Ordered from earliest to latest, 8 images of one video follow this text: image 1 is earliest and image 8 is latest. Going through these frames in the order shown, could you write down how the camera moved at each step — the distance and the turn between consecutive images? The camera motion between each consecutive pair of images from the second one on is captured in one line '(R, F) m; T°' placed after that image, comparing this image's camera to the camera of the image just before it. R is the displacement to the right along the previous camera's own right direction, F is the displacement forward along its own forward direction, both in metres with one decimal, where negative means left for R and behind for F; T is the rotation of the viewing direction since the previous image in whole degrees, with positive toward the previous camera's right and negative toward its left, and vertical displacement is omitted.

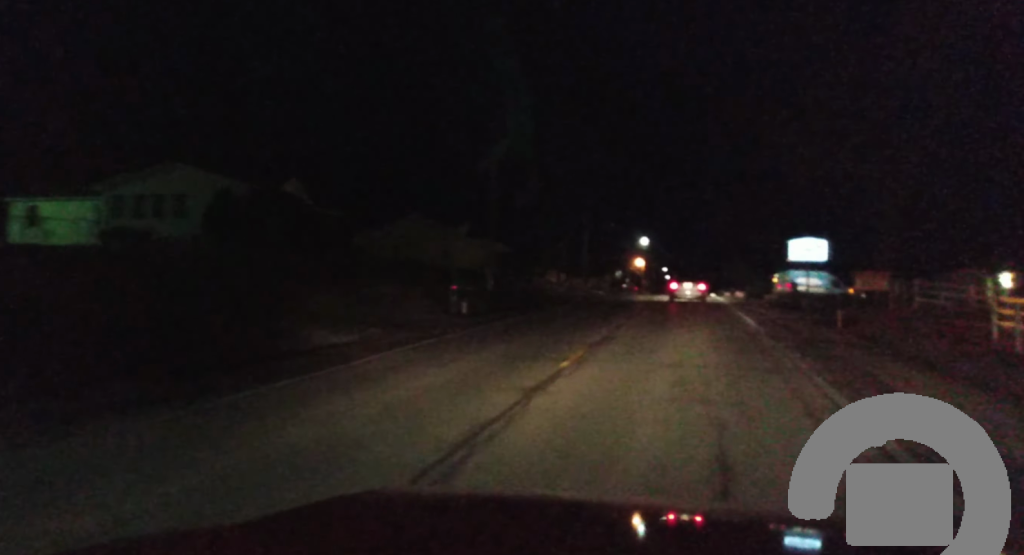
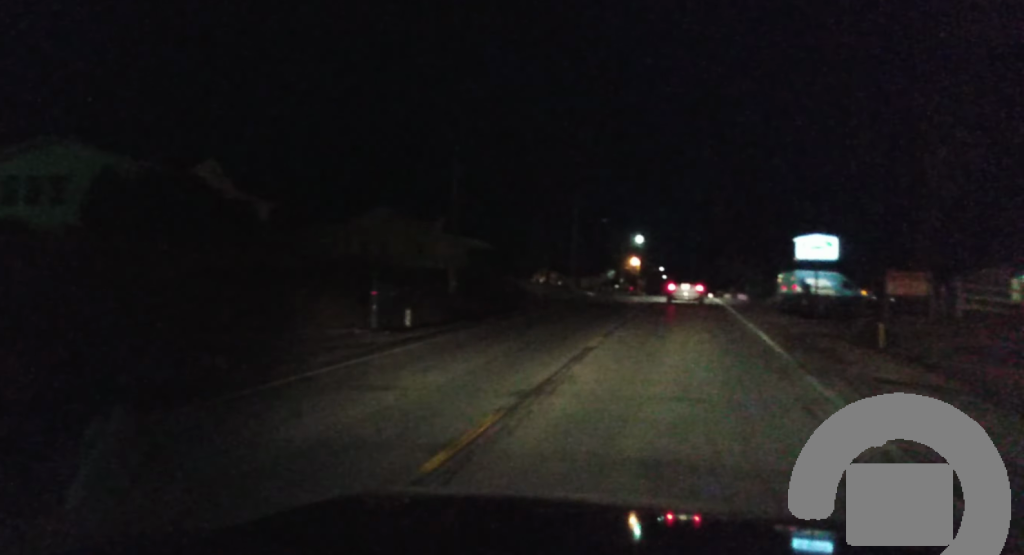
(+0.1, +8.4) m; 0°
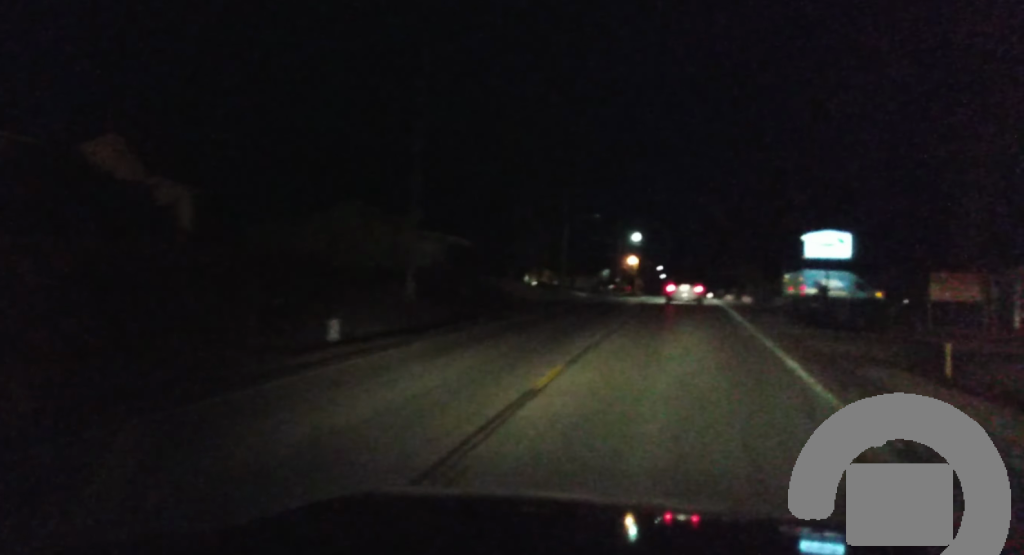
(-0.1, +6.8) m; 0°
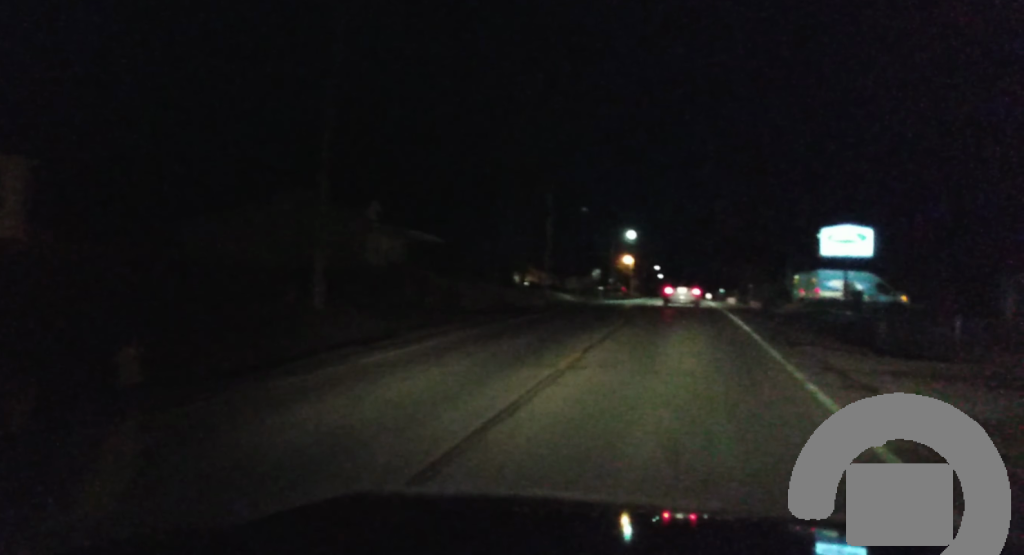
(0.0, +9.7) m; 0°
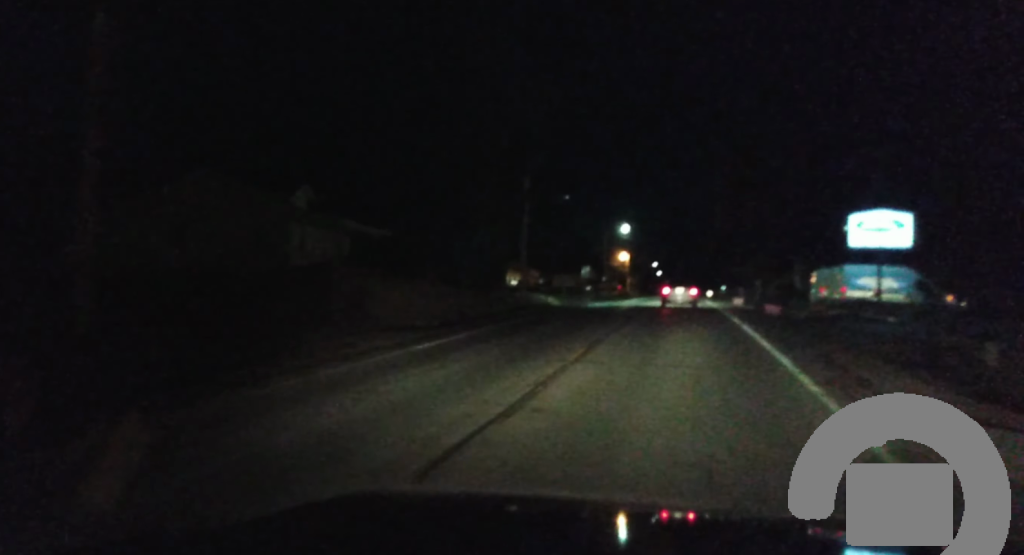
(+0.1, +11.5) m; +1°
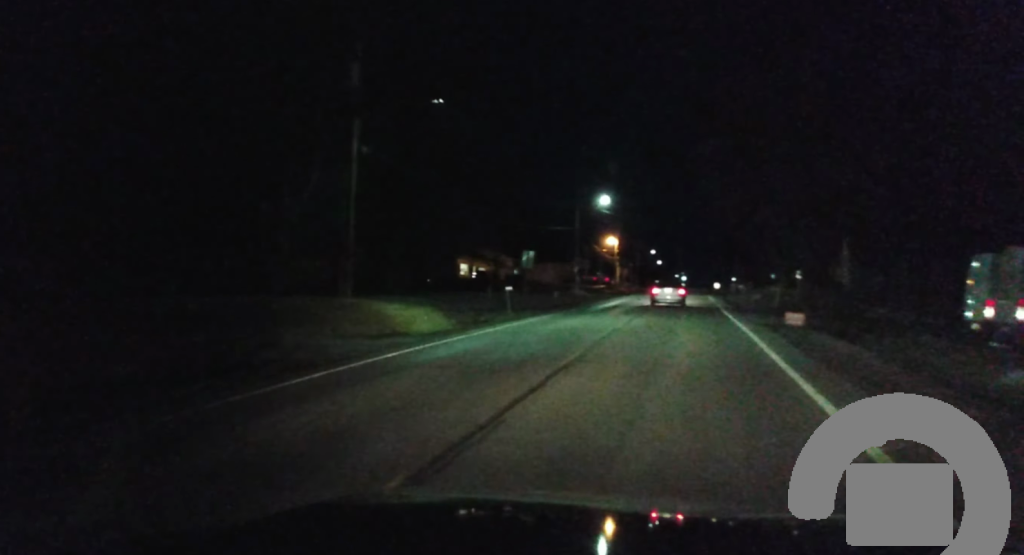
(-1.3, +35.9) m; -2°
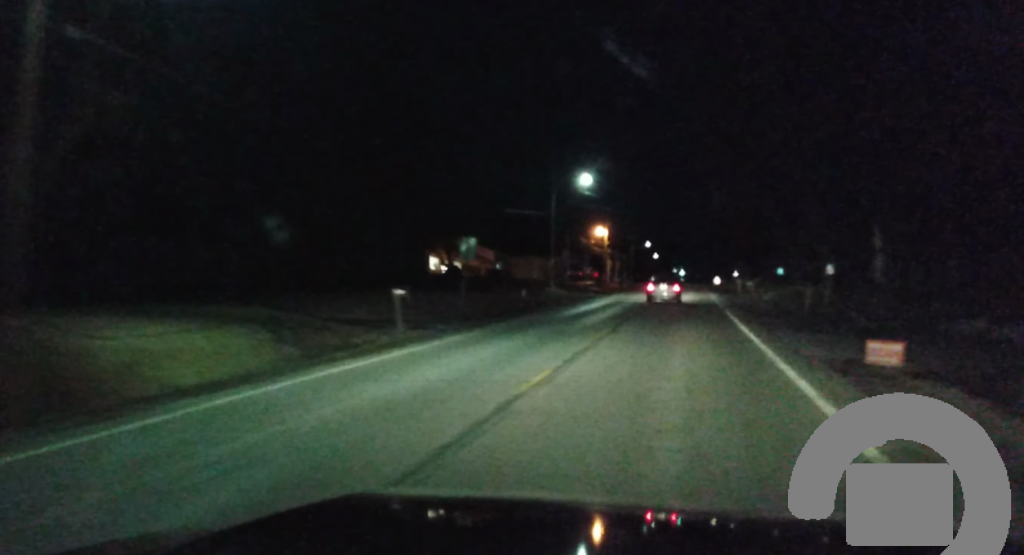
(+0.3, +16.6) m; 0°
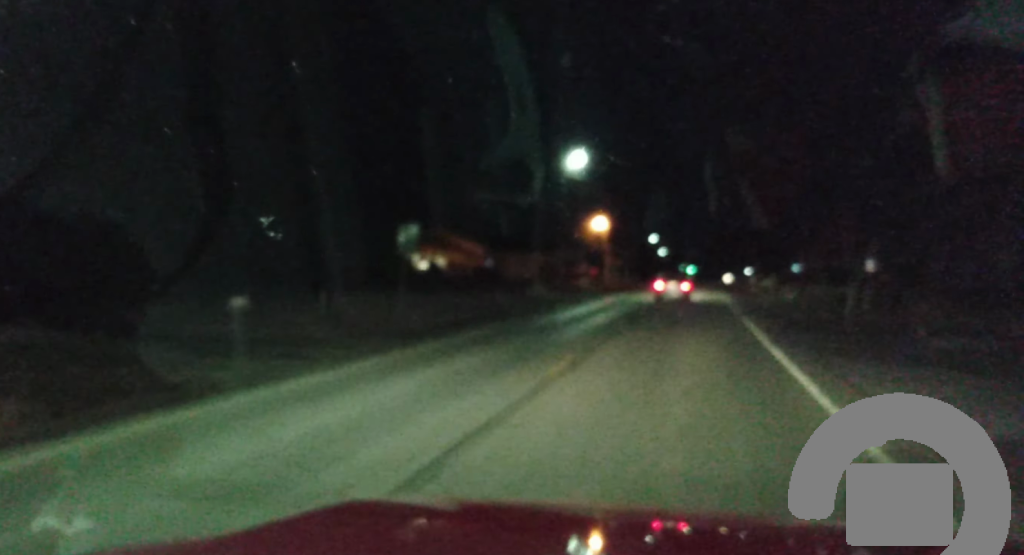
(0.0, +9.2) m; 0°
